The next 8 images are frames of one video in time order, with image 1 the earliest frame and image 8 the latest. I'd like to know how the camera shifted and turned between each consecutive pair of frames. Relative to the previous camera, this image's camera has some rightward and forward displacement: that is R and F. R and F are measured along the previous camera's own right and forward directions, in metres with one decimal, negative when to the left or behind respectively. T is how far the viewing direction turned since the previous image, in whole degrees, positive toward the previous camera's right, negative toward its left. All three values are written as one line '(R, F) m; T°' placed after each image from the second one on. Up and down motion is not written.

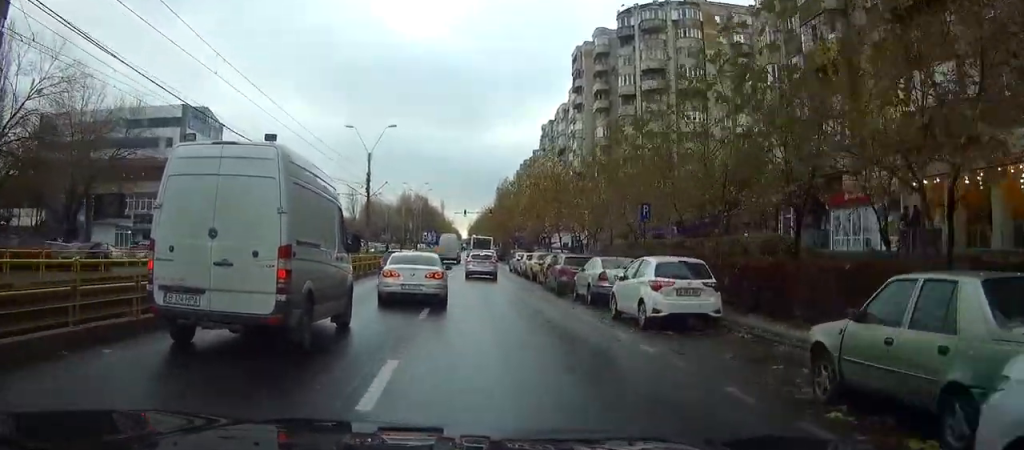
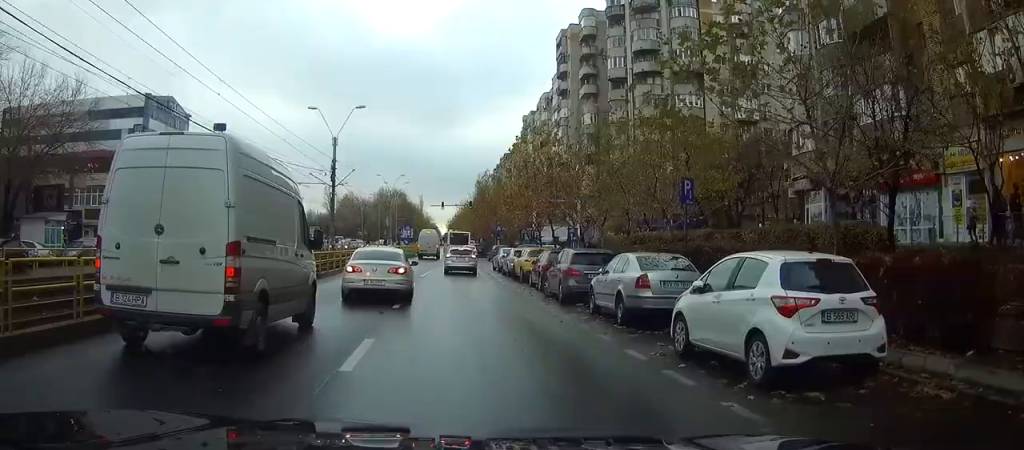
(+0.2, +6.9) m; +2°
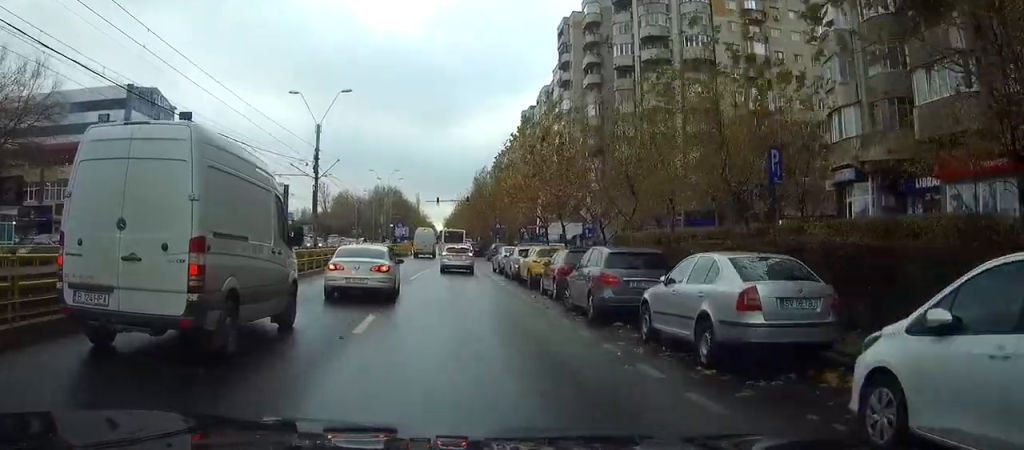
(+0.1, +5.4) m; 0°
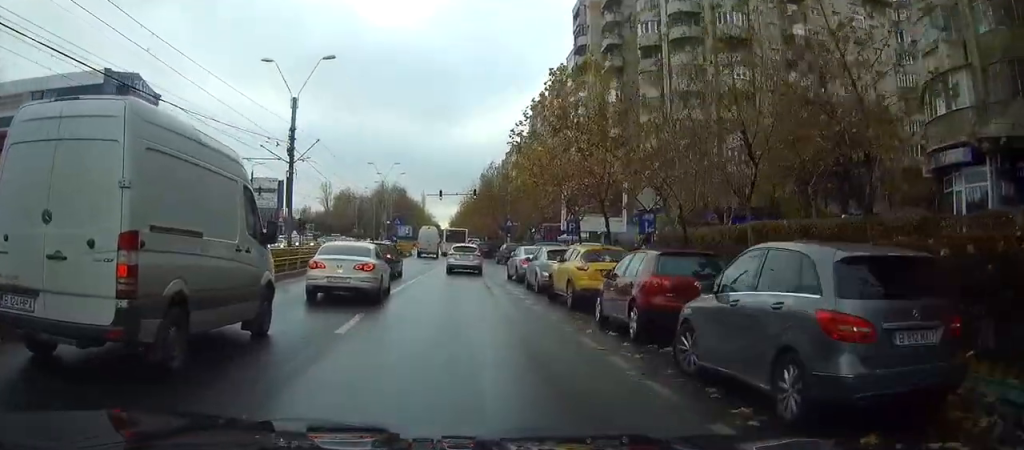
(-0.1, +9.1) m; -2°
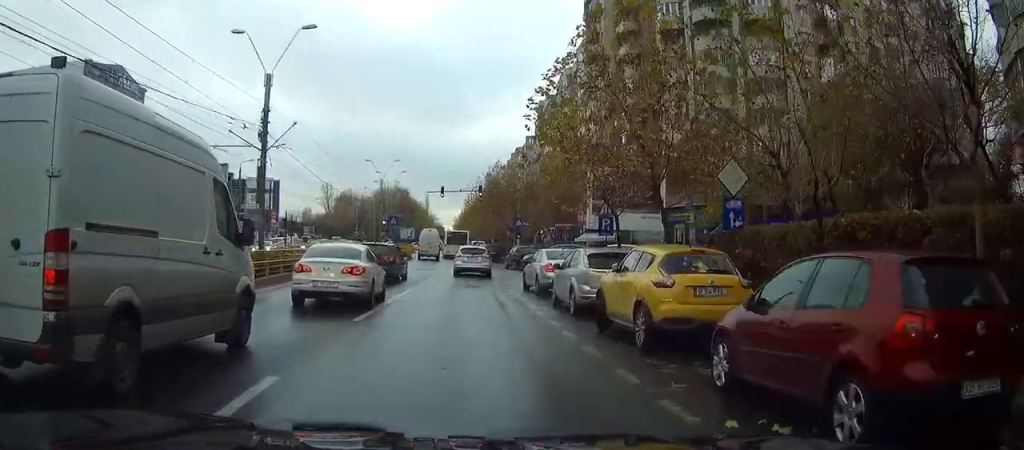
(-0.1, +6.8) m; -4°
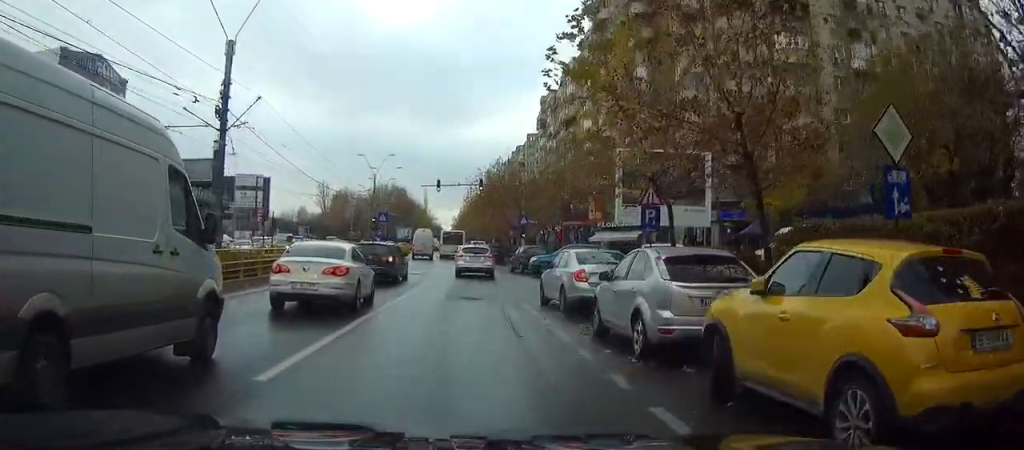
(-0.3, +6.2) m; 0°
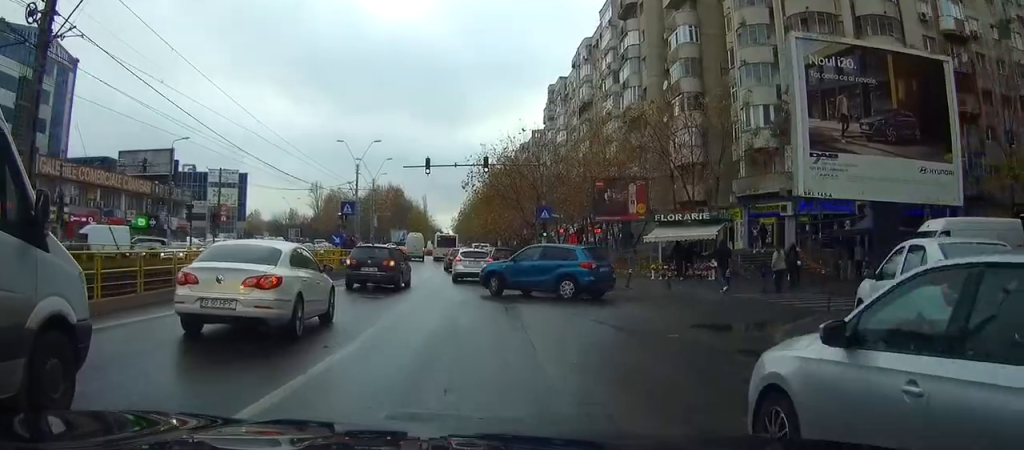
(+1.9, +14.5) m; +15°
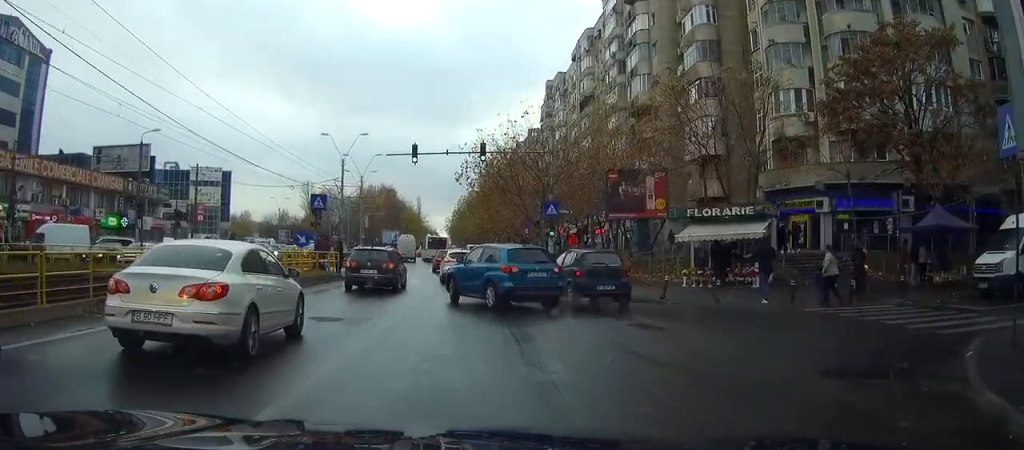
(+0.2, +6.1) m; +2°
